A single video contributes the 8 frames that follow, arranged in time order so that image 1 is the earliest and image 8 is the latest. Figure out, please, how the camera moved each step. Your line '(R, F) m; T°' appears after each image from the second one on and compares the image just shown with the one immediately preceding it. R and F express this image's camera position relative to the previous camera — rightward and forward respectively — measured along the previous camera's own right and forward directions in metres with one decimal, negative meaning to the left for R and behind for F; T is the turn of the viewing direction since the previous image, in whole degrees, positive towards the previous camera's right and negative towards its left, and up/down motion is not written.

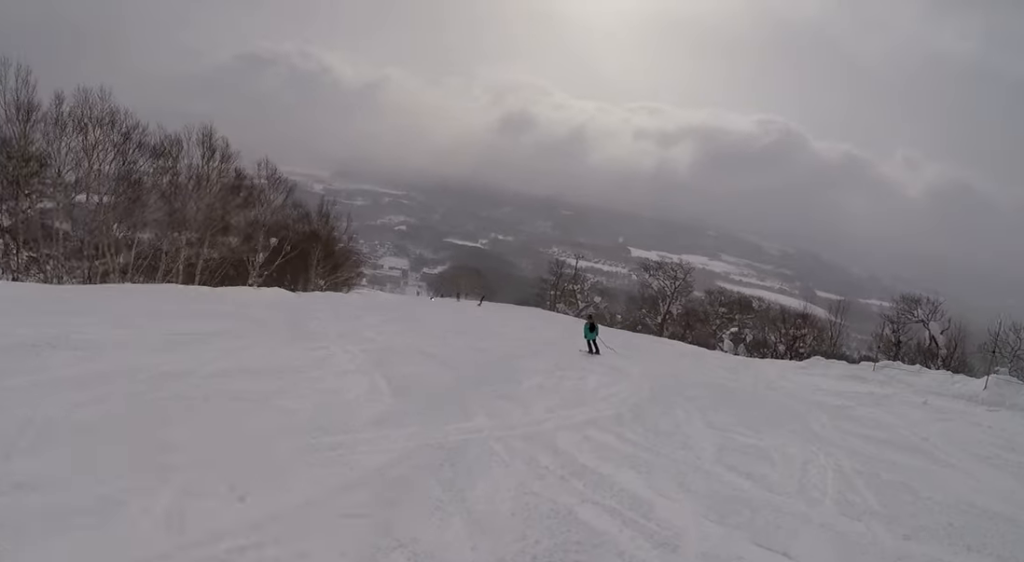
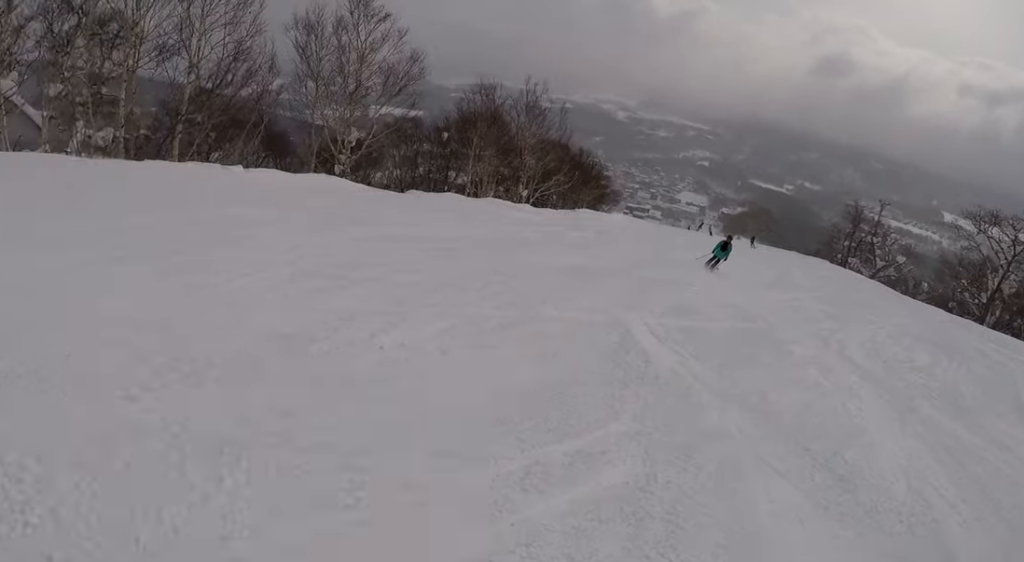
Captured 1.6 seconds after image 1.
(-1.4, +16.7) m; +4°
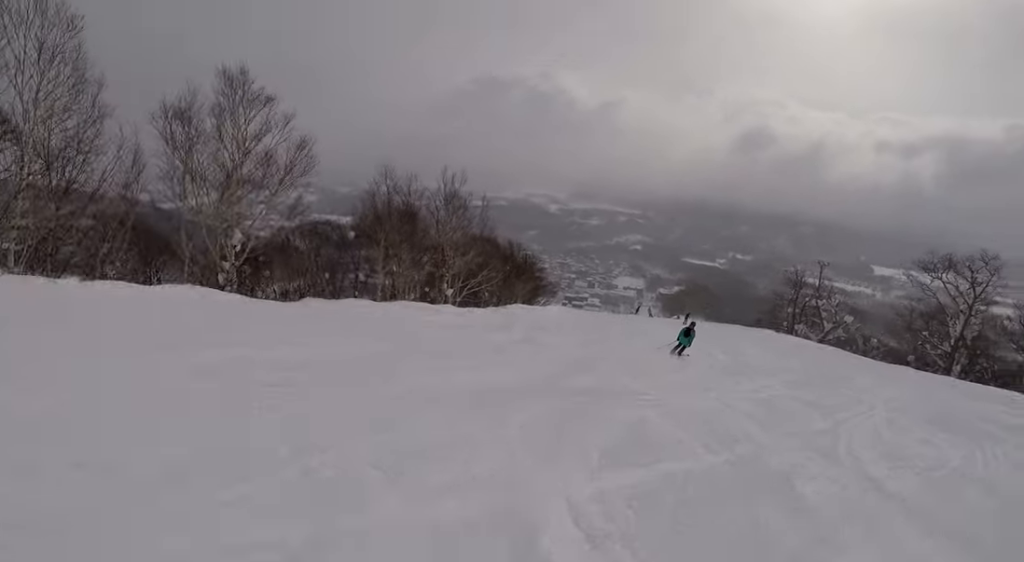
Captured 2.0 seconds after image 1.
(+0.4, +4.0) m; +2°
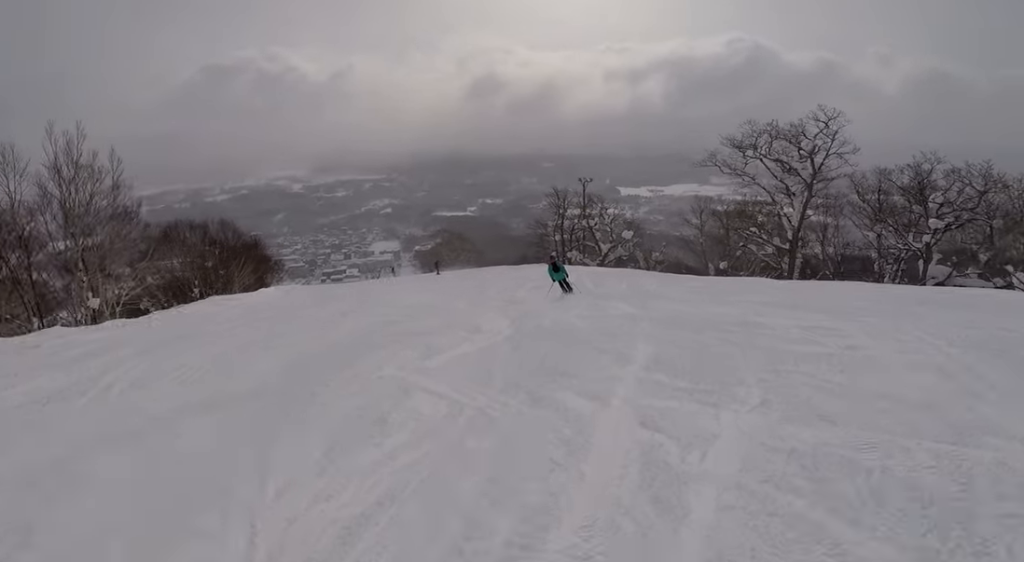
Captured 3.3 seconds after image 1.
(+0.5, +12.7) m; -5°
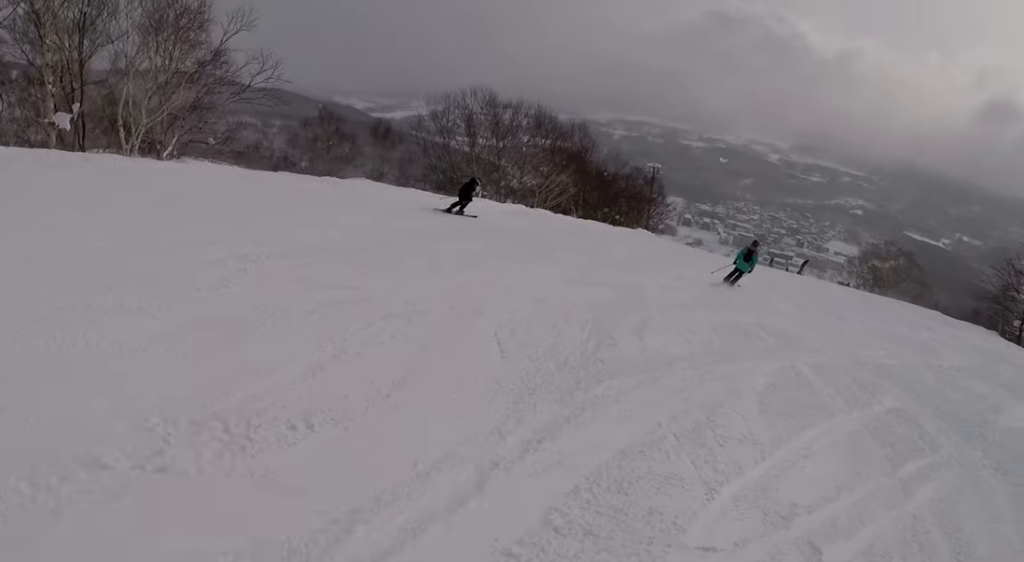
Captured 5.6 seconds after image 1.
(-5.5, +20.5) m; -9°
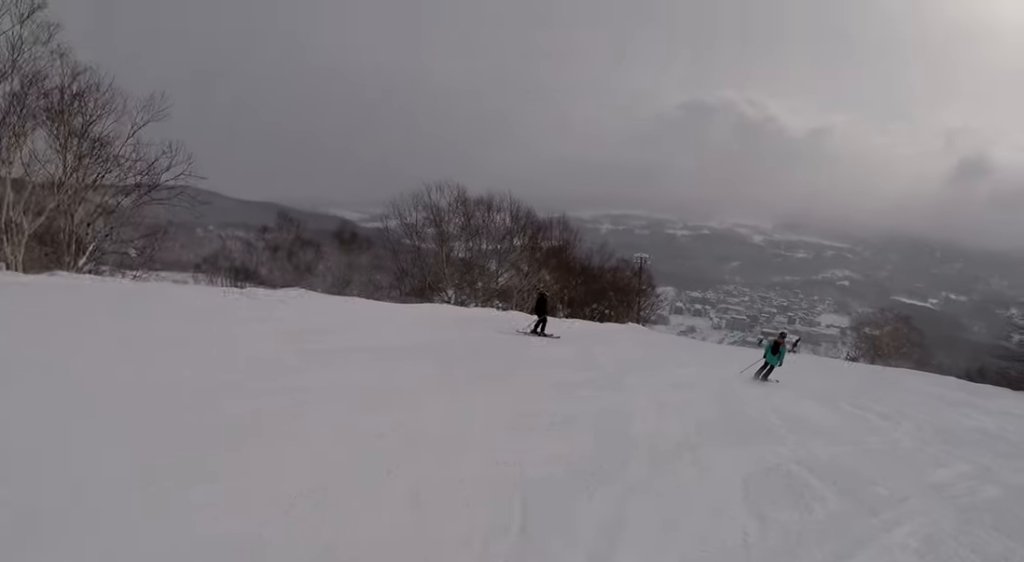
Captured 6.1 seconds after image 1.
(+1.1, +3.9) m; +8°
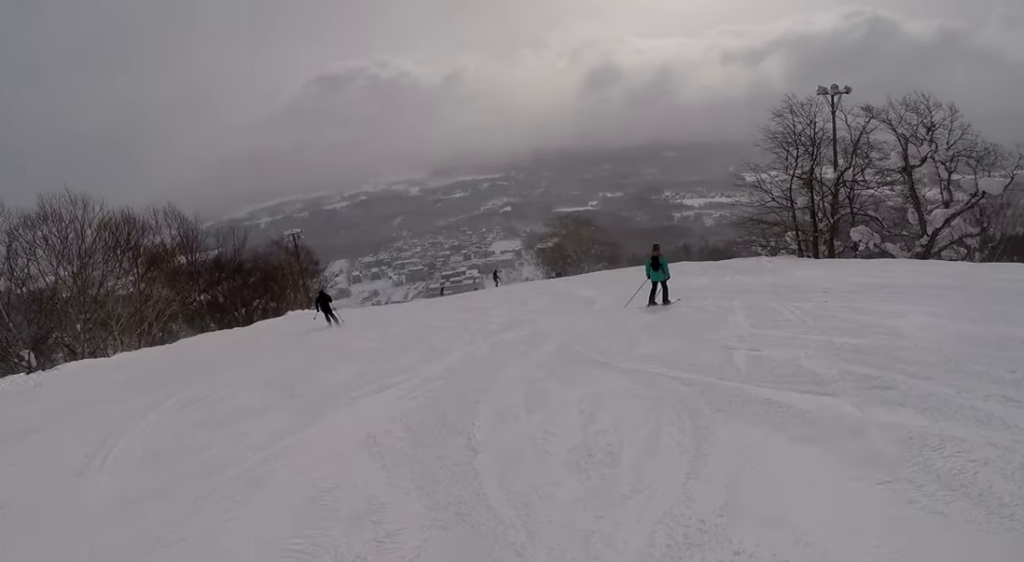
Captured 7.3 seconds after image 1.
(+1.4, +10.1) m; +4°
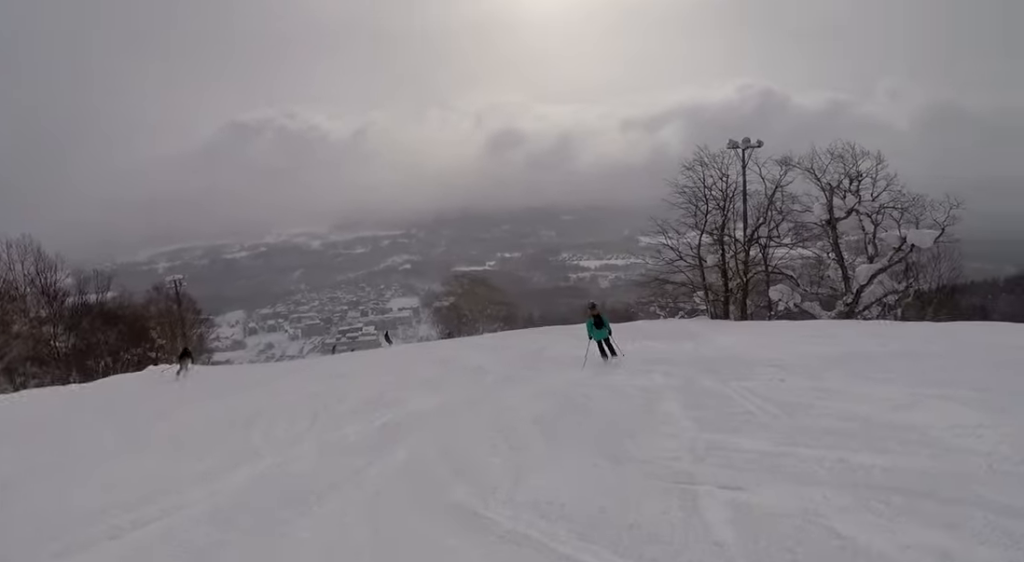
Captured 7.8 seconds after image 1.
(0.0, +3.5) m; -4°
